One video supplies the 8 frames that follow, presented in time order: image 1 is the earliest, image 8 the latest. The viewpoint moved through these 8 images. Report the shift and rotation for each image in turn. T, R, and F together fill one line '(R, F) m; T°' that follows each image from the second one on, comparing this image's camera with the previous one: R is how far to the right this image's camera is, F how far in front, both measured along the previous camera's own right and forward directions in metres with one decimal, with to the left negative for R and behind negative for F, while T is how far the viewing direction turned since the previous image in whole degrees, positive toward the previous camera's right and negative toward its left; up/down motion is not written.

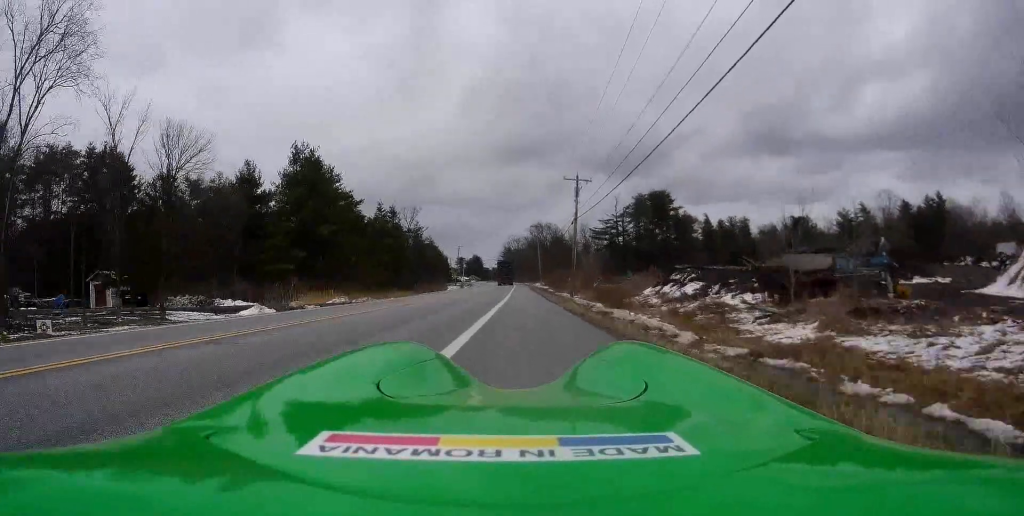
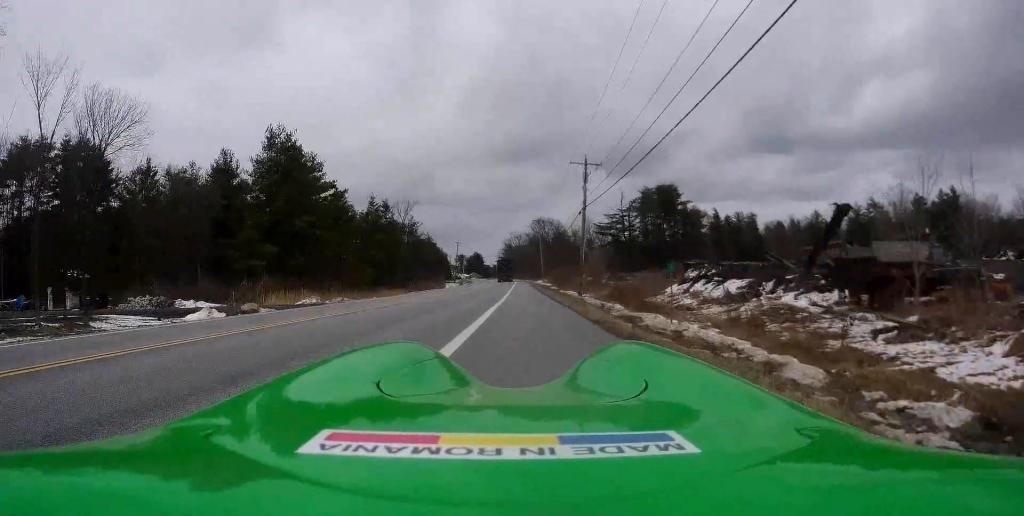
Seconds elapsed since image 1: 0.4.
(+0.2, +6.4) m; 0°
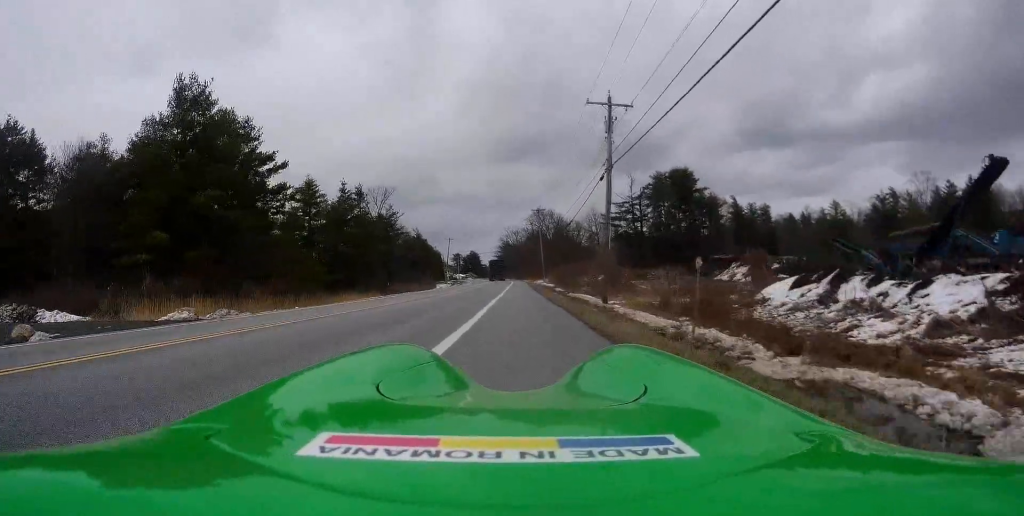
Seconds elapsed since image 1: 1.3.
(0.0, +14.2) m; 0°
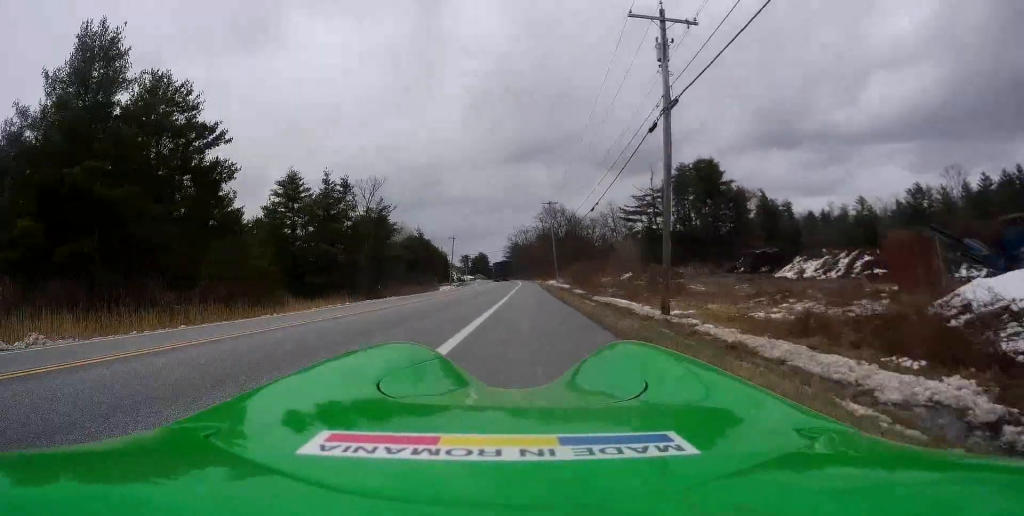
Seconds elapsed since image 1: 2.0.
(0.0, +11.0) m; 0°
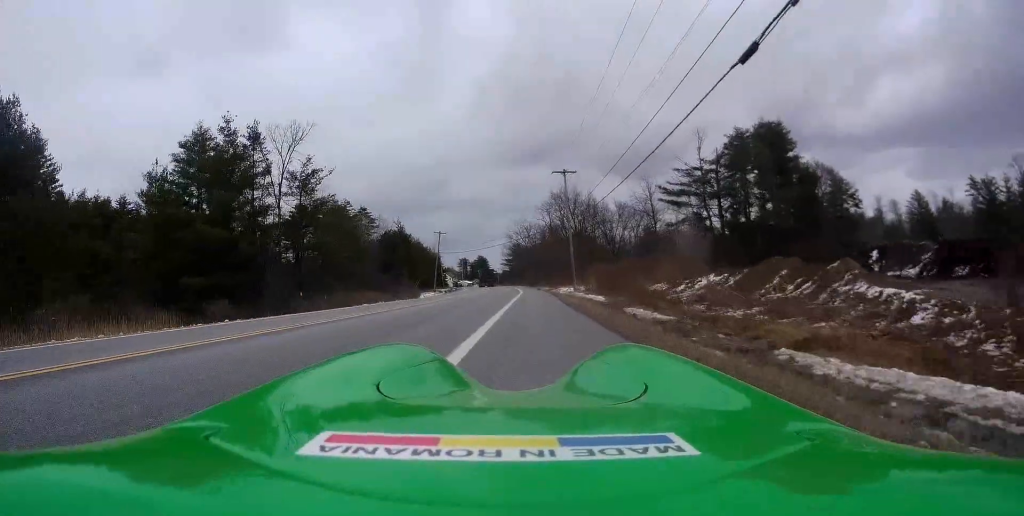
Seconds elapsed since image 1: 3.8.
(-0.1, +27.4) m; 0°
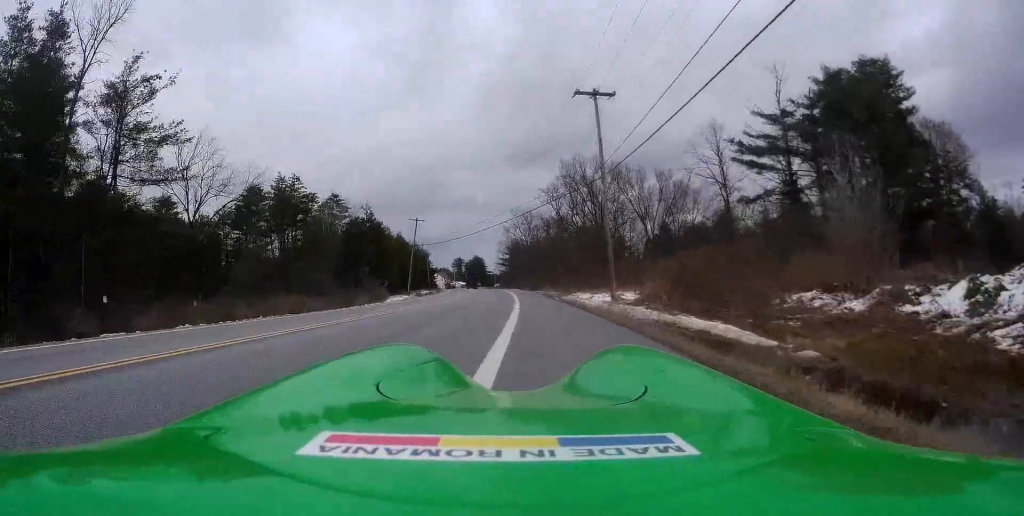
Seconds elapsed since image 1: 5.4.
(-0.2, +24.7) m; -2°
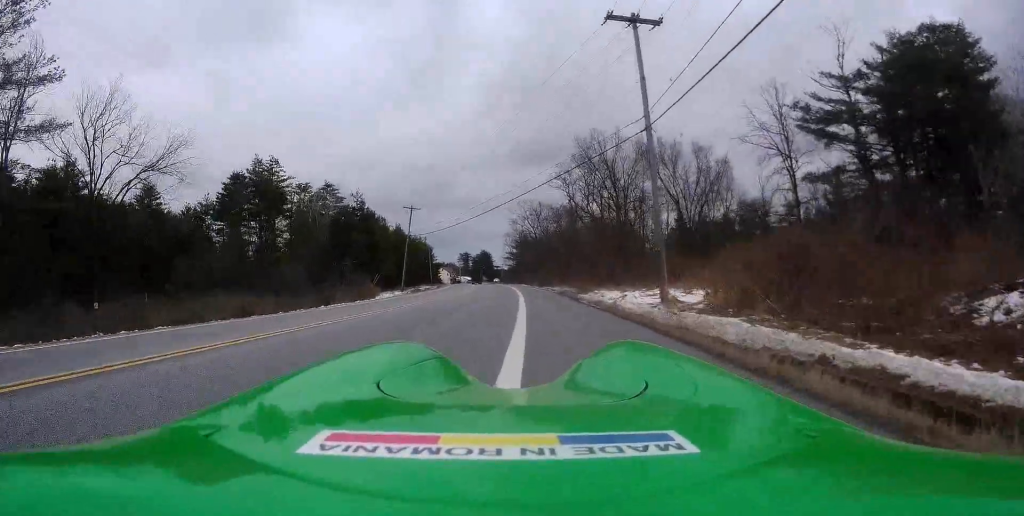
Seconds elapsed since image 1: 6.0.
(-0.1, +10.4) m; 0°
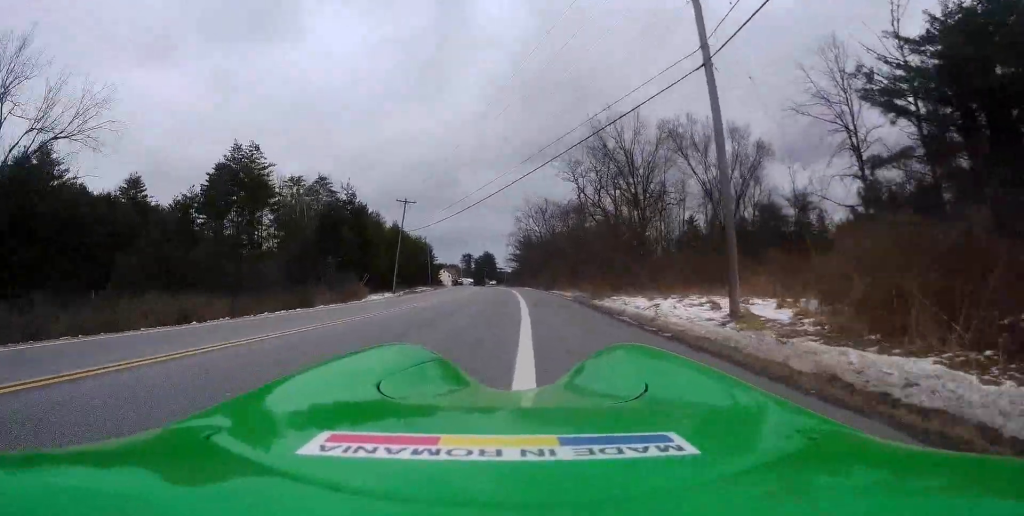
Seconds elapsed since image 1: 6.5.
(+0.1, +7.1) m; +1°
